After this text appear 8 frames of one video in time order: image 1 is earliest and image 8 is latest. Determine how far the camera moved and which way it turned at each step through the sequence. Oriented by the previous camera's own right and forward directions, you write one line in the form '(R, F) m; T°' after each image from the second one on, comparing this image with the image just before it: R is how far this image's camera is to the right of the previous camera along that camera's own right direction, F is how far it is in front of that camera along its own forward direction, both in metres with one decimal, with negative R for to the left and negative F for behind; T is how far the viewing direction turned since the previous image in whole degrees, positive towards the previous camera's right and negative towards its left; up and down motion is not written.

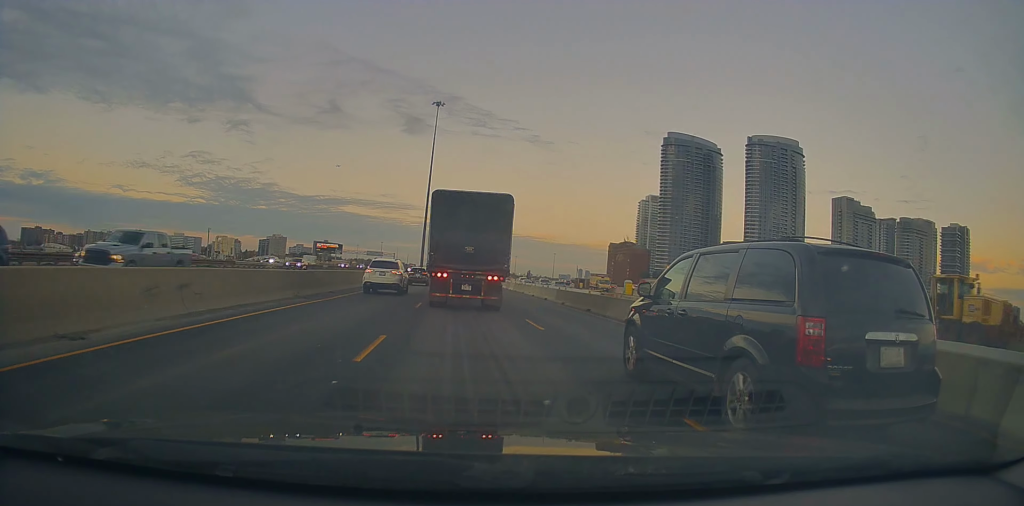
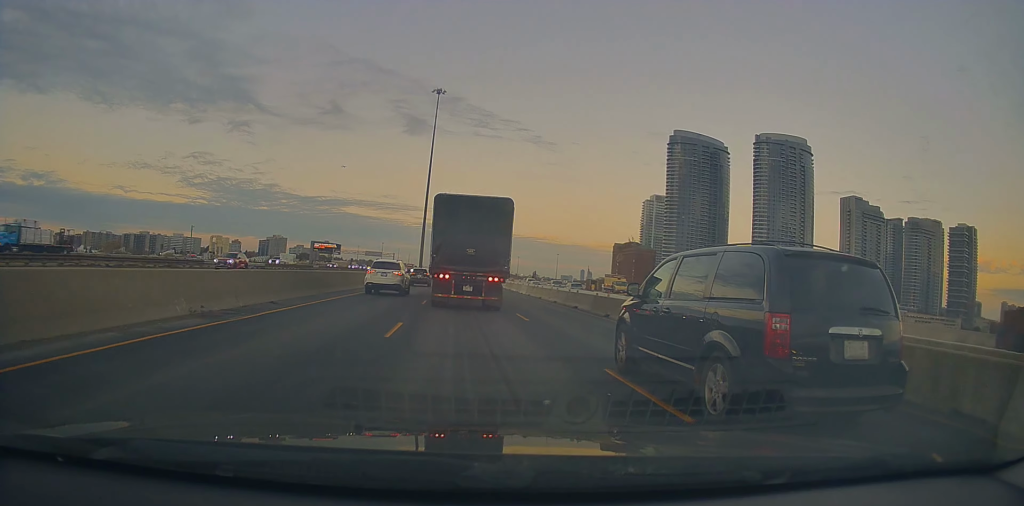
(-0.1, +9.1) m; 0°
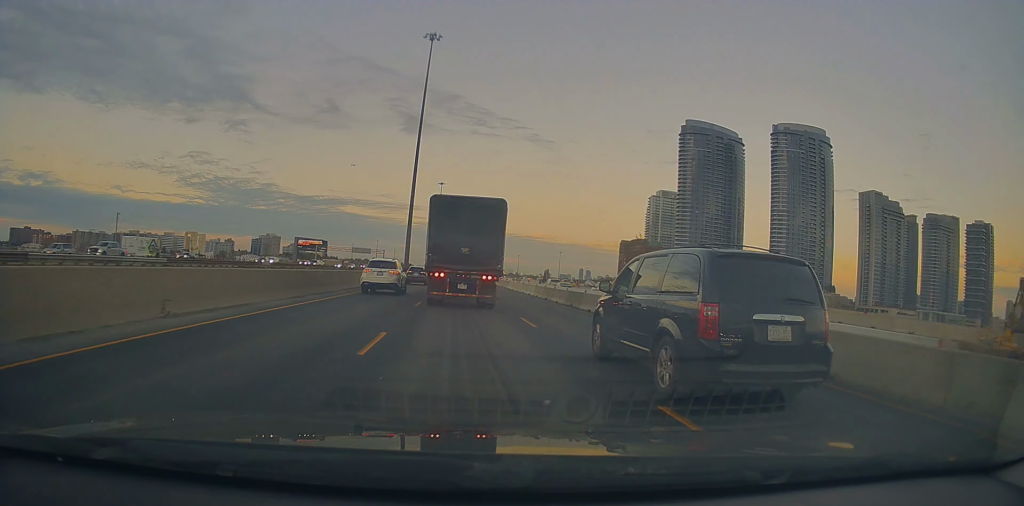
(-0.2, +26.4) m; +1°
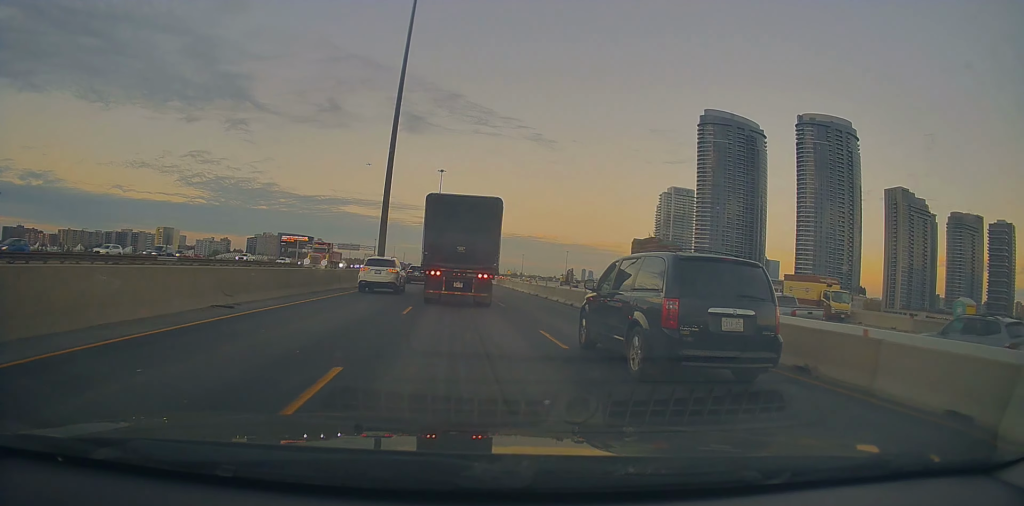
(+0.6, +28.3) m; +2°
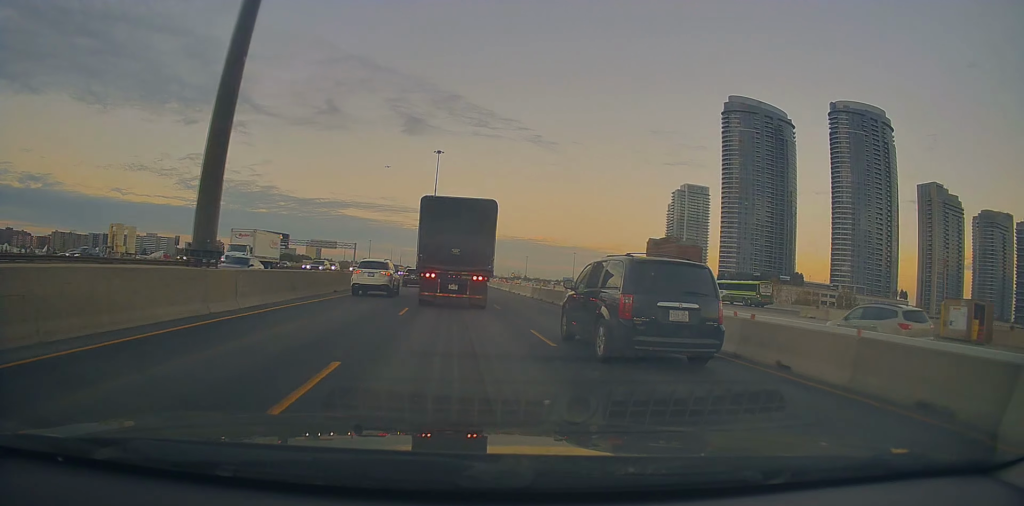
(-0.8, +35.4) m; -1°
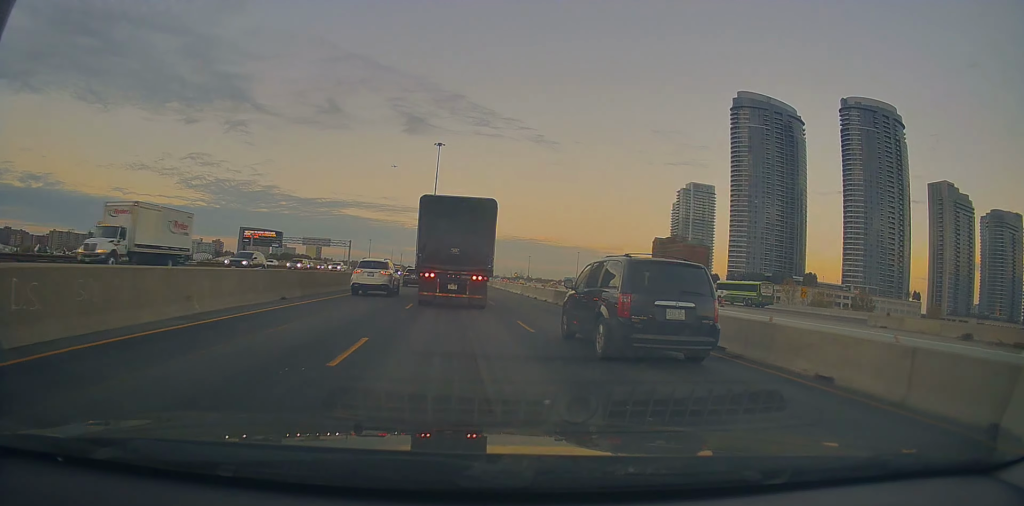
(-0.1, +9.3) m; 0°
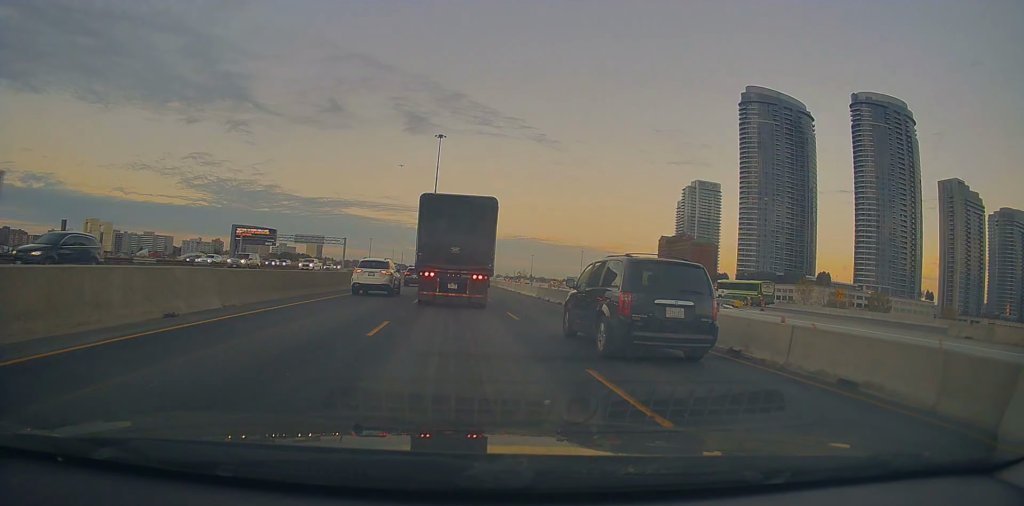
(+0.2, +8.6) m; 0°
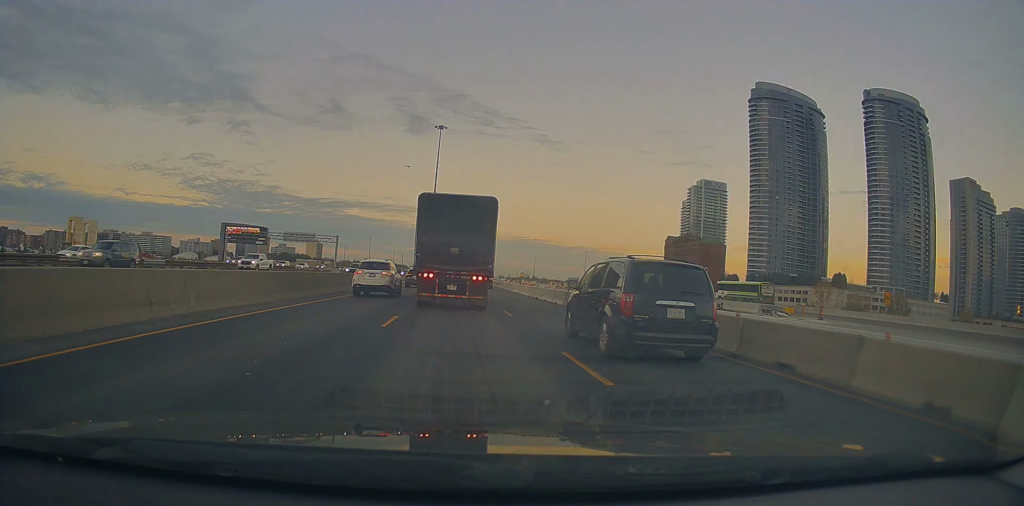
(+0.2, +10.0) m; 0°
